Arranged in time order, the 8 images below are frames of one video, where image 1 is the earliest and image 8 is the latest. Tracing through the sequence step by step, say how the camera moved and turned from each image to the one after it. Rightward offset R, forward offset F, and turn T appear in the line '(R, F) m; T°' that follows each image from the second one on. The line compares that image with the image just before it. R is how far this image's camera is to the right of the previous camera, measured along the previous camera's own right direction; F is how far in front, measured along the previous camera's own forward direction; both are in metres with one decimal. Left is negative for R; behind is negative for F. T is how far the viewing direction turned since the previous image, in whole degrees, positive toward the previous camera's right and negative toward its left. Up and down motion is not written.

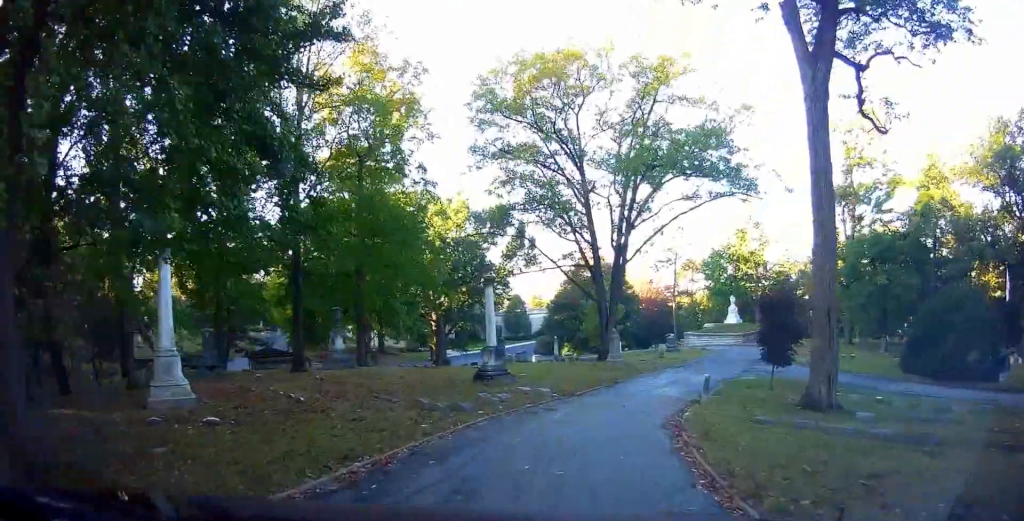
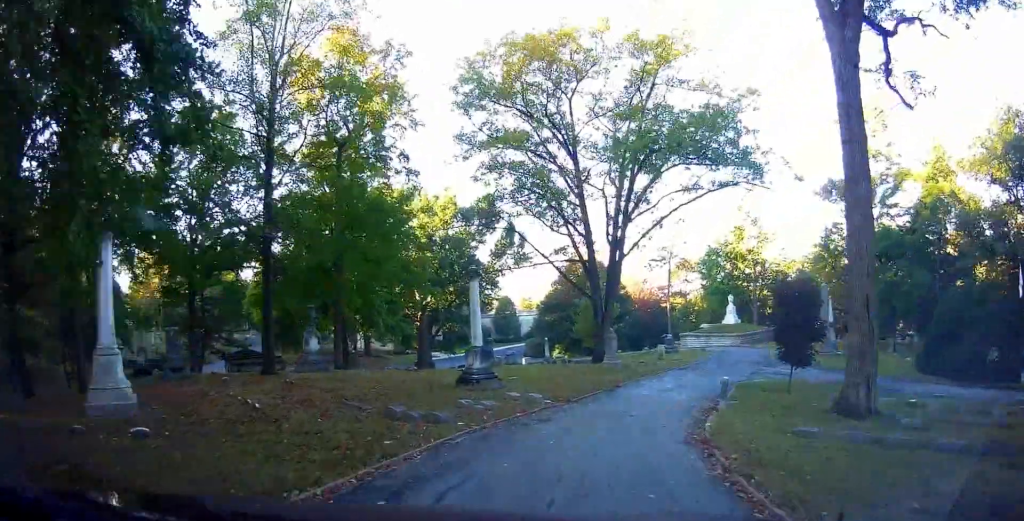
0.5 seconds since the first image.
(-0.2, +2.4) m; 0°
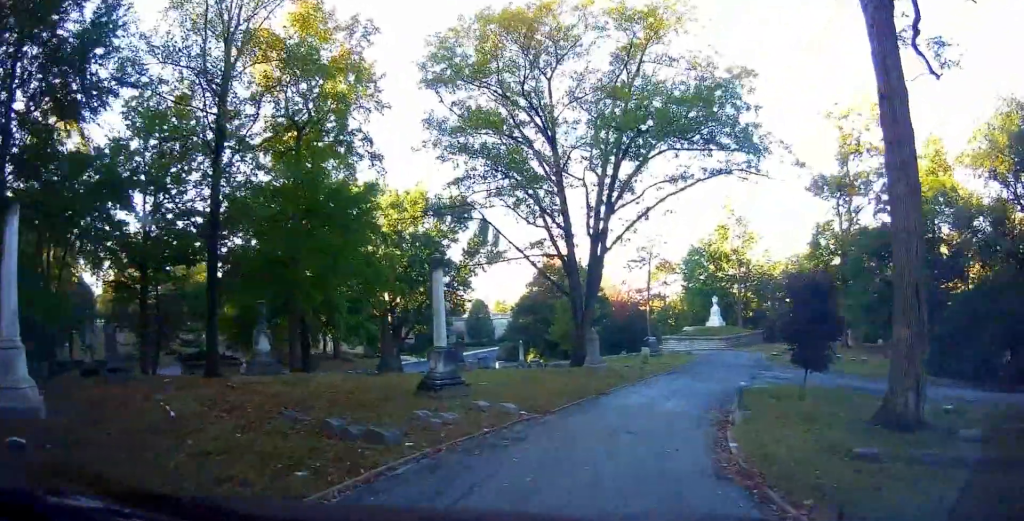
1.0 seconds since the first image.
(-0.2, +2.9) m; +1°
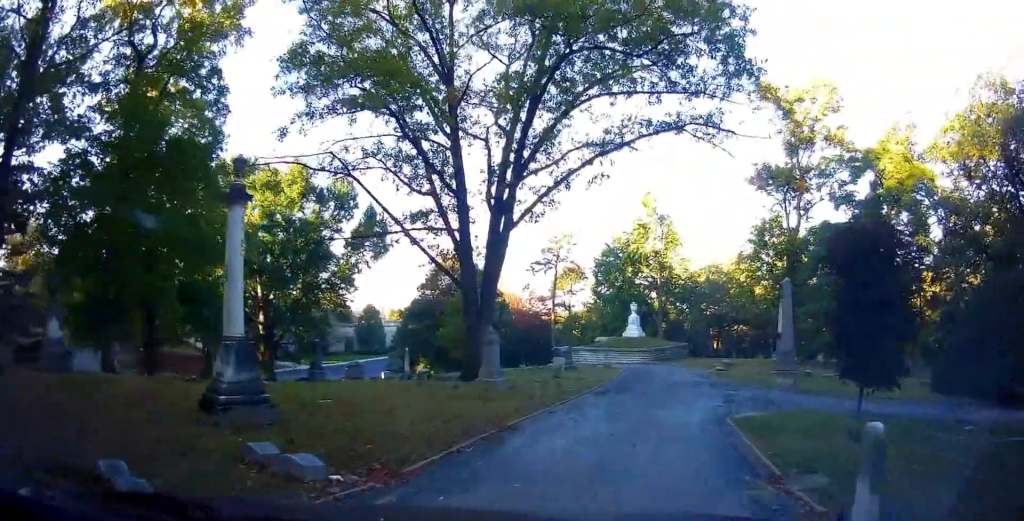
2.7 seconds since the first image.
(+1.6, +8.0) m; +19°
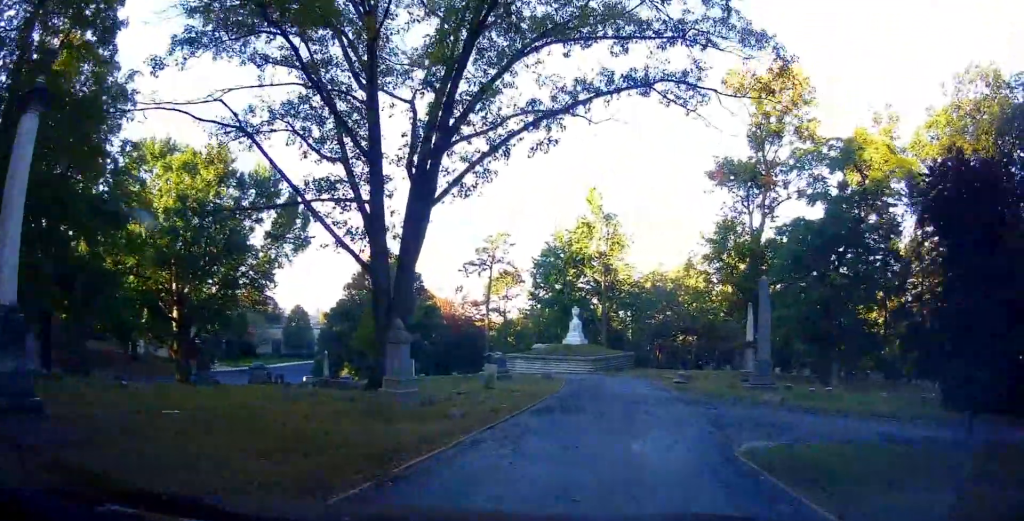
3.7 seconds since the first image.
(+0.2, +4.6) m; +2°
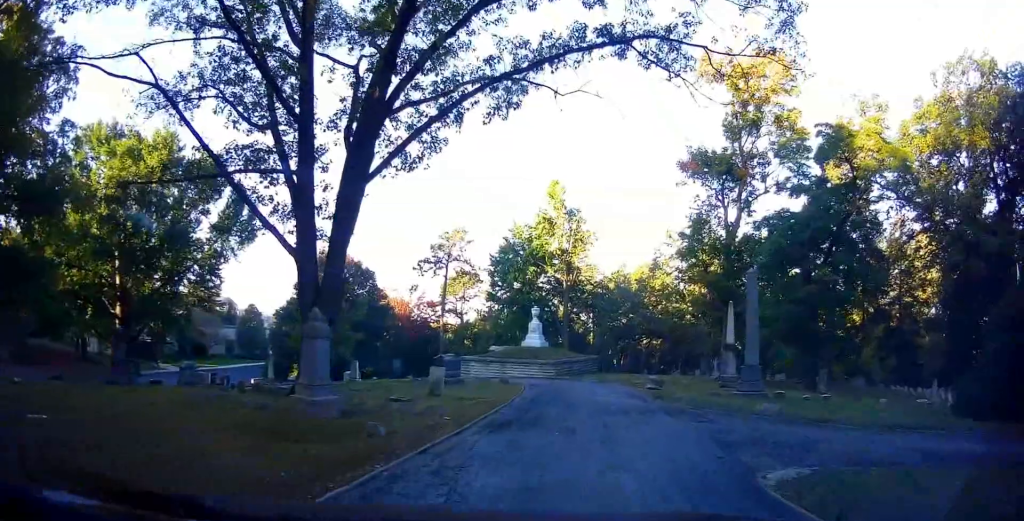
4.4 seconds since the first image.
(0.0, +3.2) m; +5°
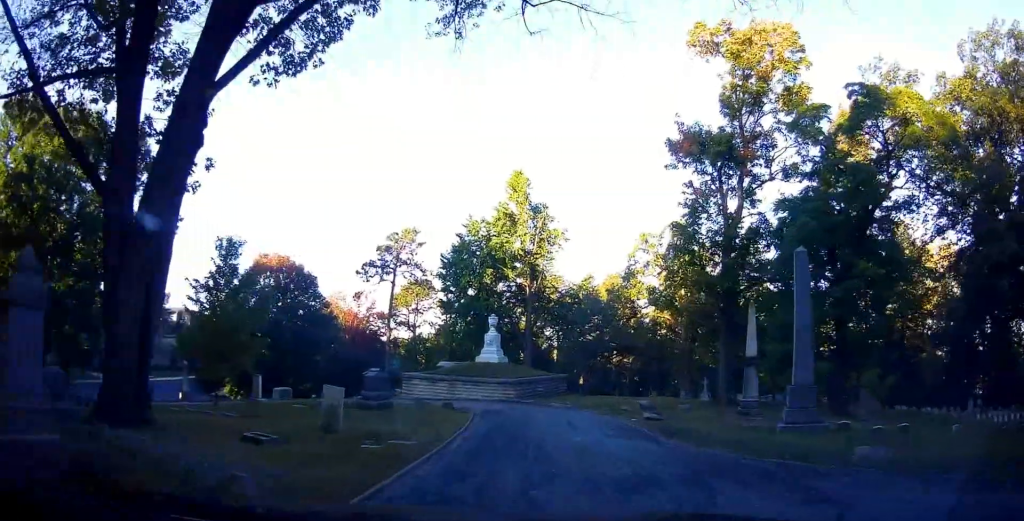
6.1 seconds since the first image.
(+1.1, +7.3) m; +7°
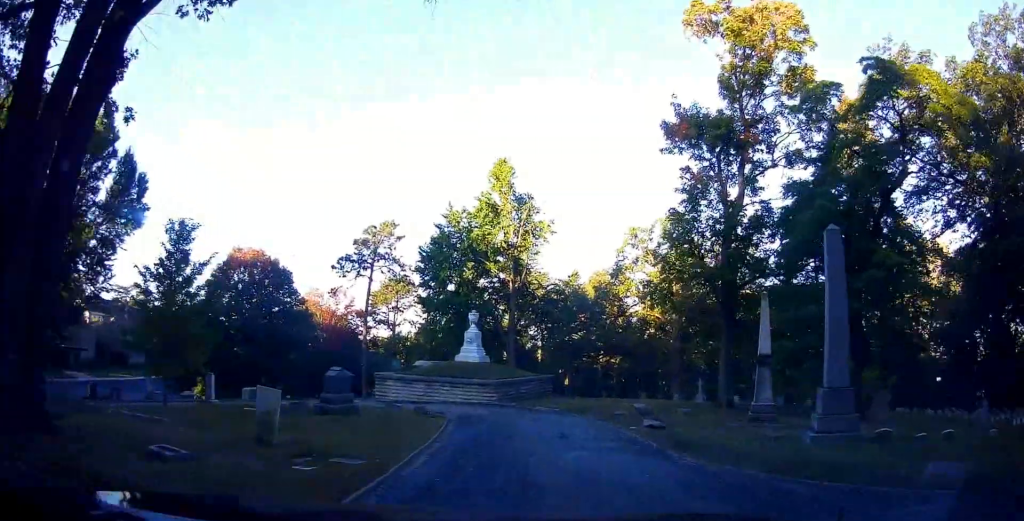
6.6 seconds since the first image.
(-0.5, +2.4) m; 0°
